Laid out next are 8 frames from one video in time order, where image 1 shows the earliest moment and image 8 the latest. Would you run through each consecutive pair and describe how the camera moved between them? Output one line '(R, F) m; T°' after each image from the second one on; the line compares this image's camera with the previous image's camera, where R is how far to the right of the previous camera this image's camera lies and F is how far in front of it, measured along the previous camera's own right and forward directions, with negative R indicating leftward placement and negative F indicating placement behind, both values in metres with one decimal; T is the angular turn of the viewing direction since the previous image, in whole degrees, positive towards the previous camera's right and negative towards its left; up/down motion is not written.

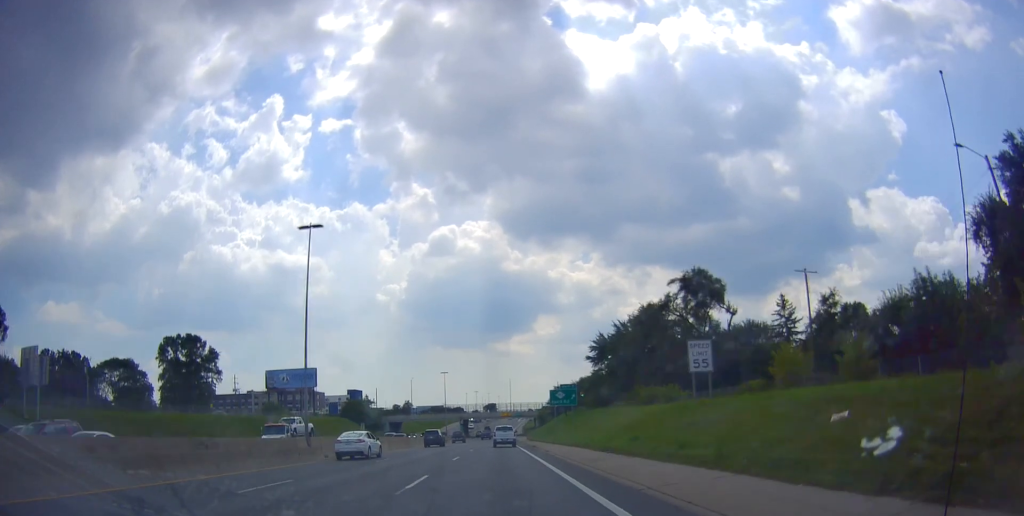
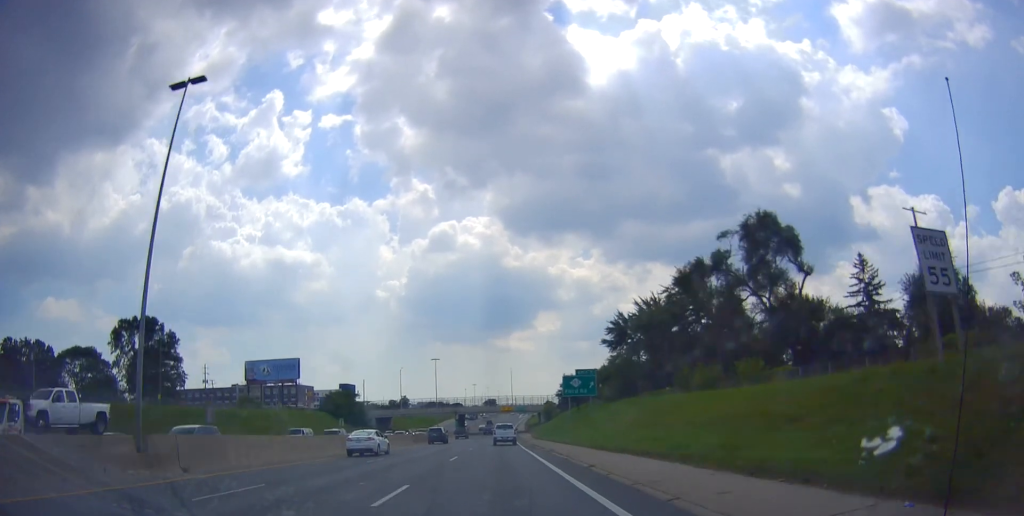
(-0.1, +17.2) m; -1°
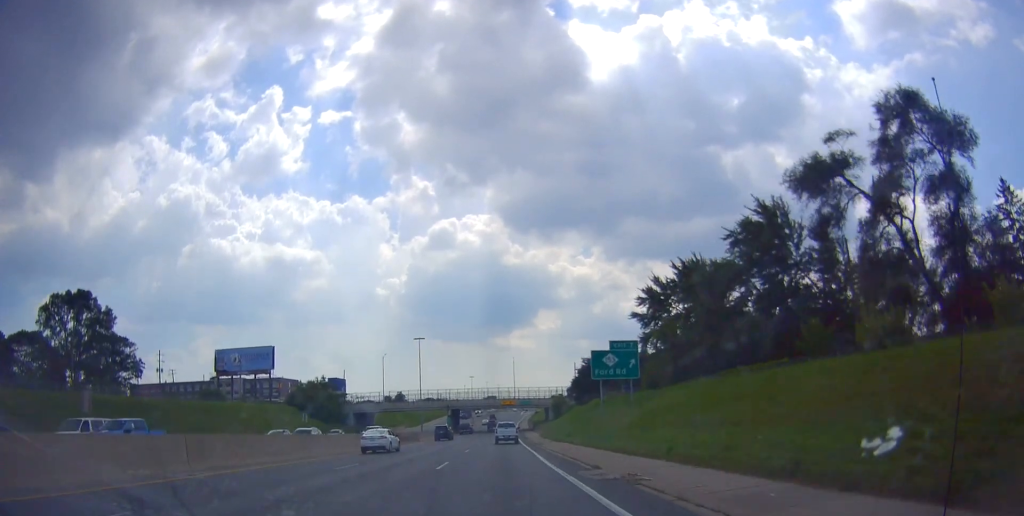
(-0.3, +21.2) m; 0°
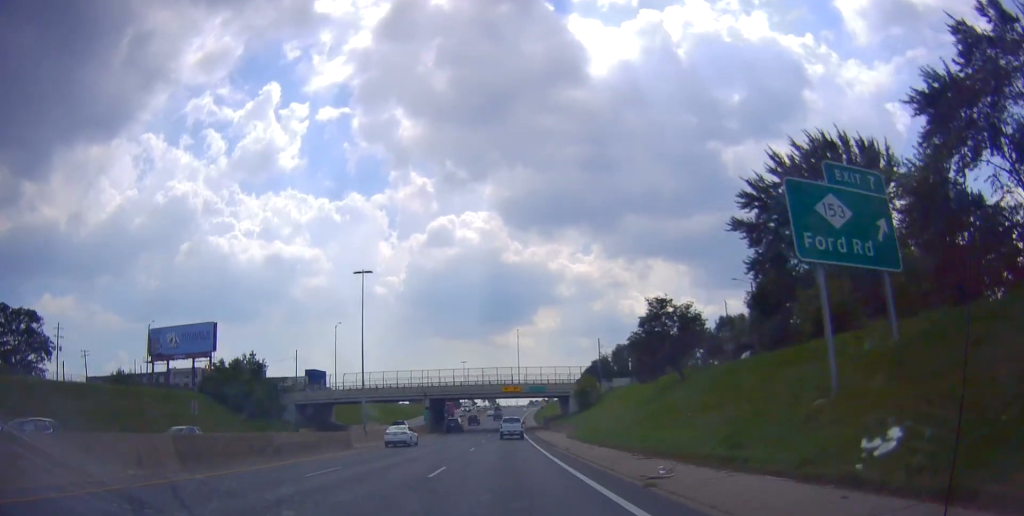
(+0.3, +34.3) m; 0°
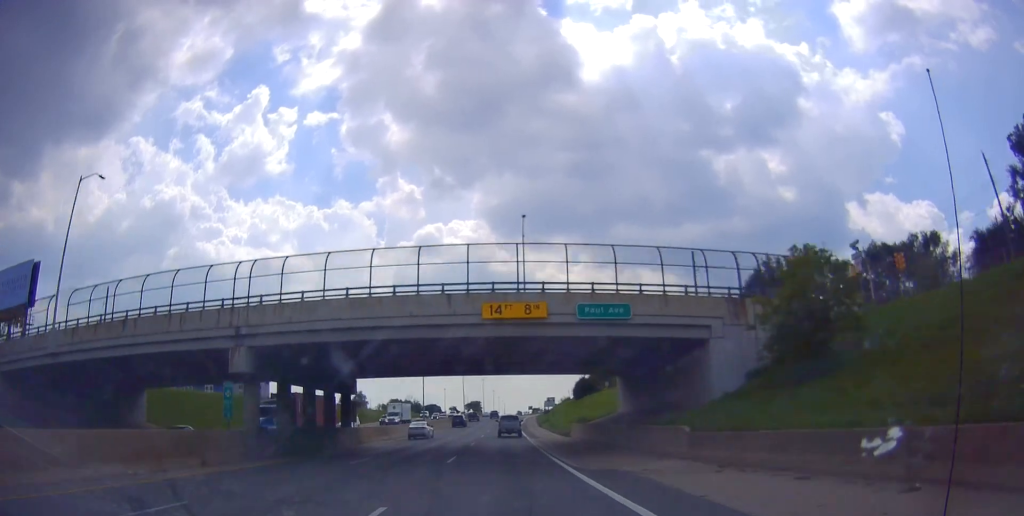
(-0.1, +56.8) m; +1°
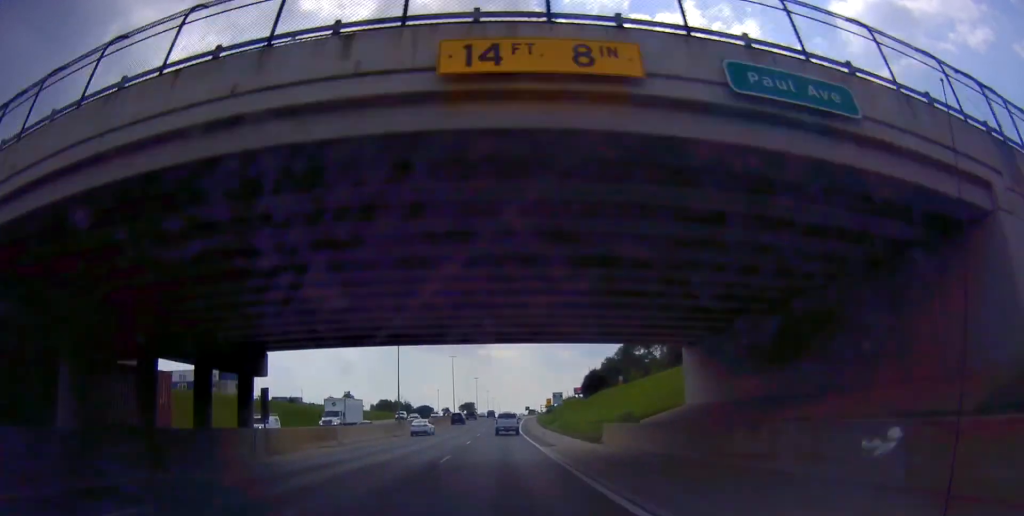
(+0.2, +16.7) m; 0°
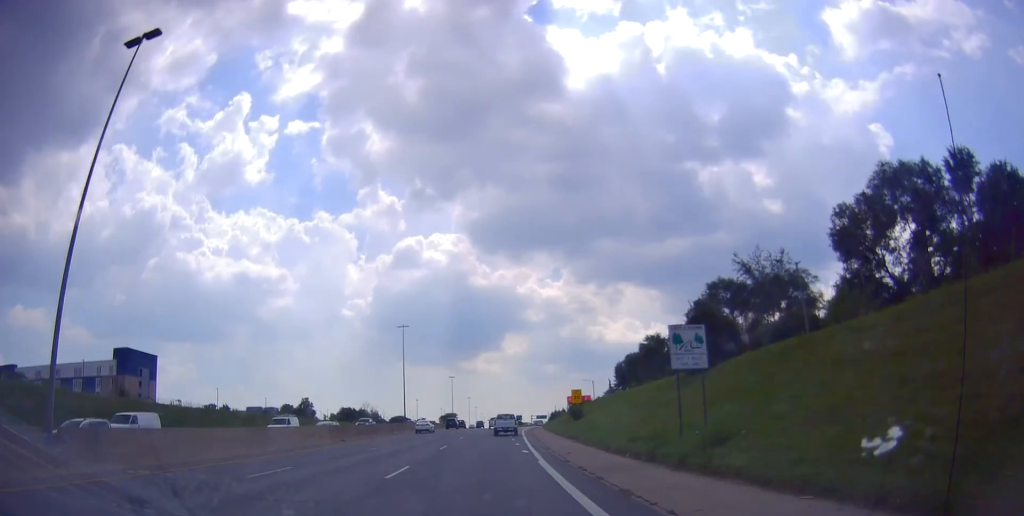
(+0.1, +52.3) m; +1°
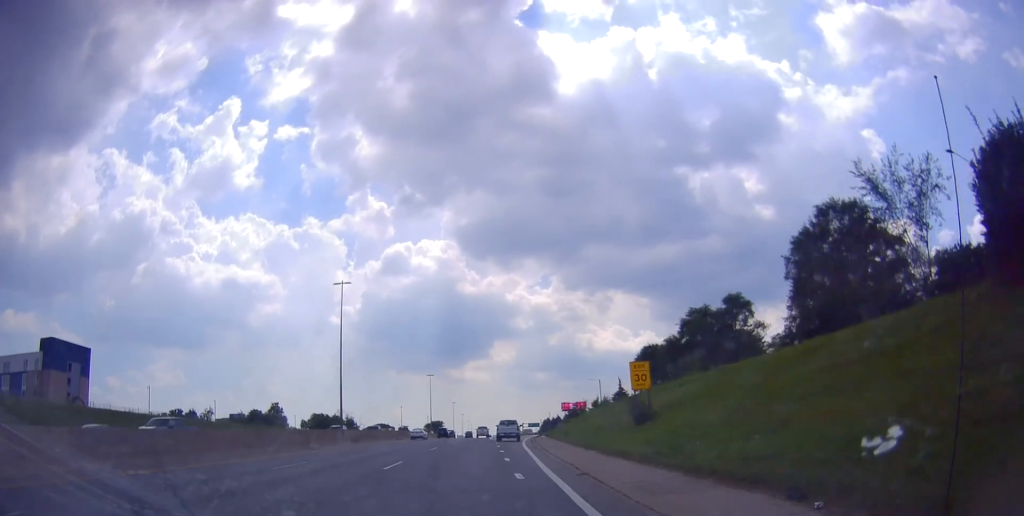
(+0.6, +27.3) m; +2°
